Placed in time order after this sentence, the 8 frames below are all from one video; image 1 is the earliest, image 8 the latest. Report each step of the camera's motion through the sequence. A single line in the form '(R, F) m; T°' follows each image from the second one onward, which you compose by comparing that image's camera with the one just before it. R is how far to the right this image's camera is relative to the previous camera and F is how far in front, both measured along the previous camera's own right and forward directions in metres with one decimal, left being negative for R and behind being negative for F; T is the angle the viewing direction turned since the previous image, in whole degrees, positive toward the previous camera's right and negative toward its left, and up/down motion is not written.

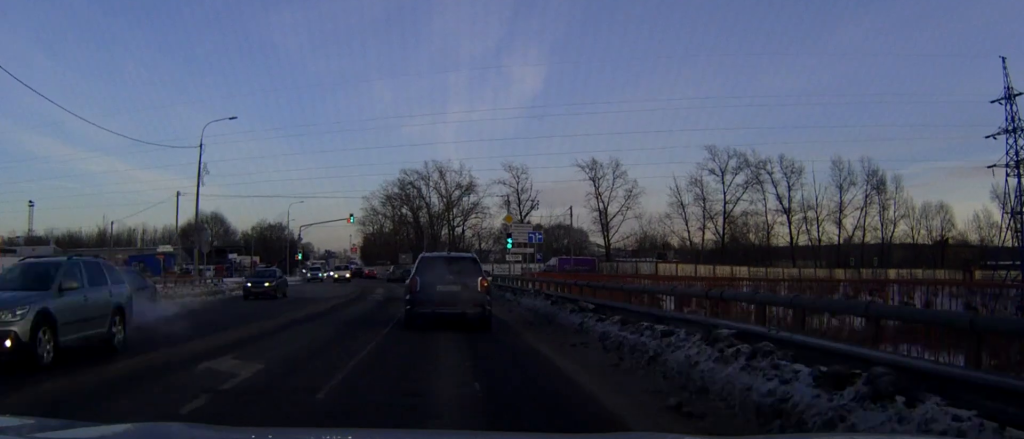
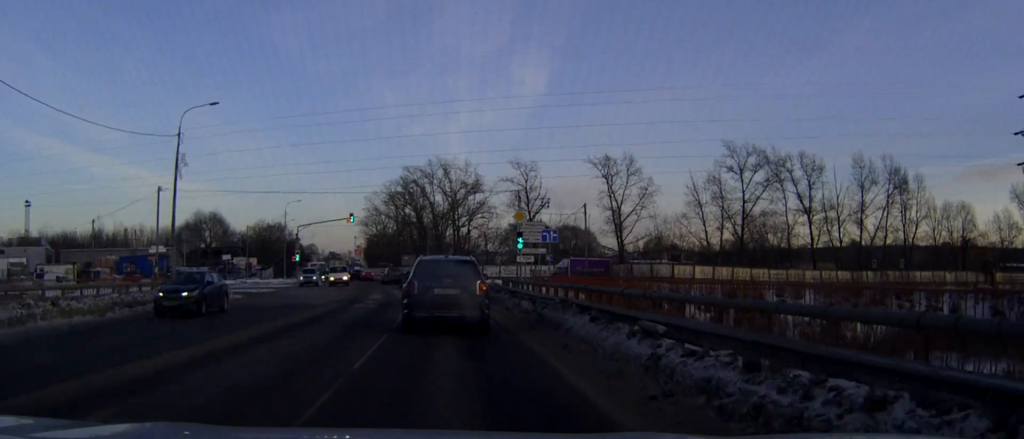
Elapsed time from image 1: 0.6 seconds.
(-0.1, +4.8) m; -1°
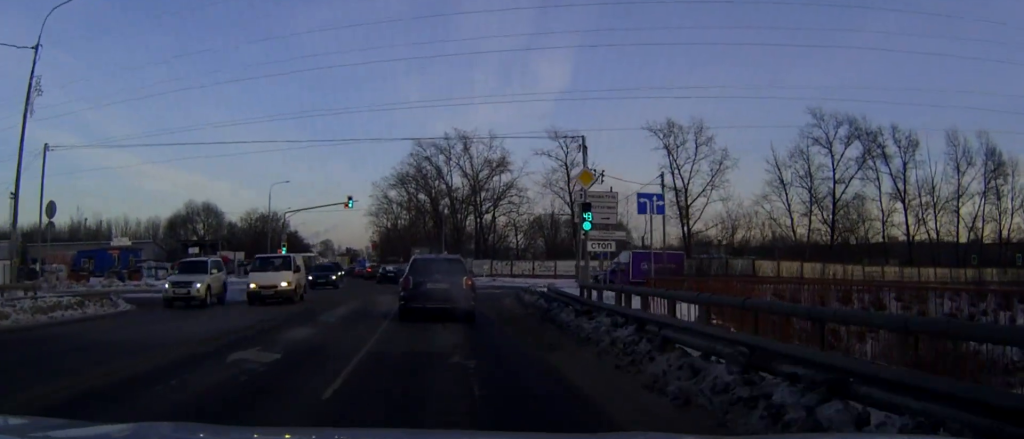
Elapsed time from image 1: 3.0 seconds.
(-0.1, +18.8) m; -1°
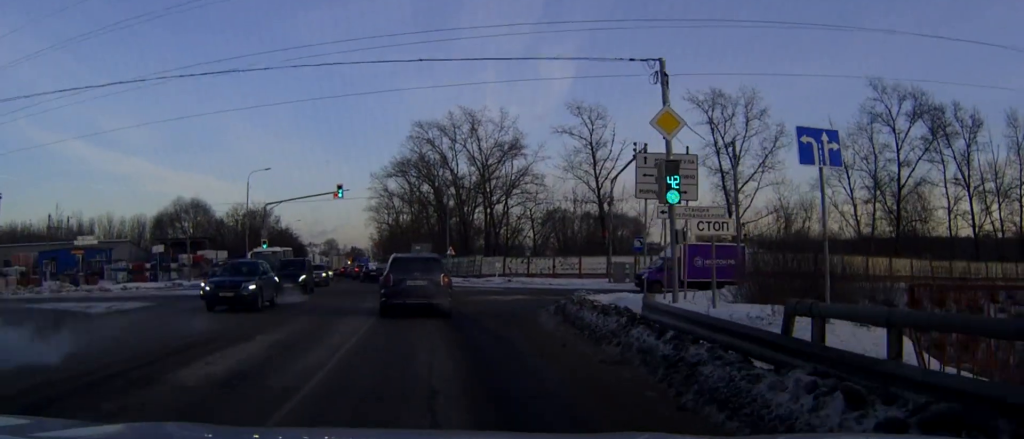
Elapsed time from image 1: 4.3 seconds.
(0.0, +10.6) m; -1°
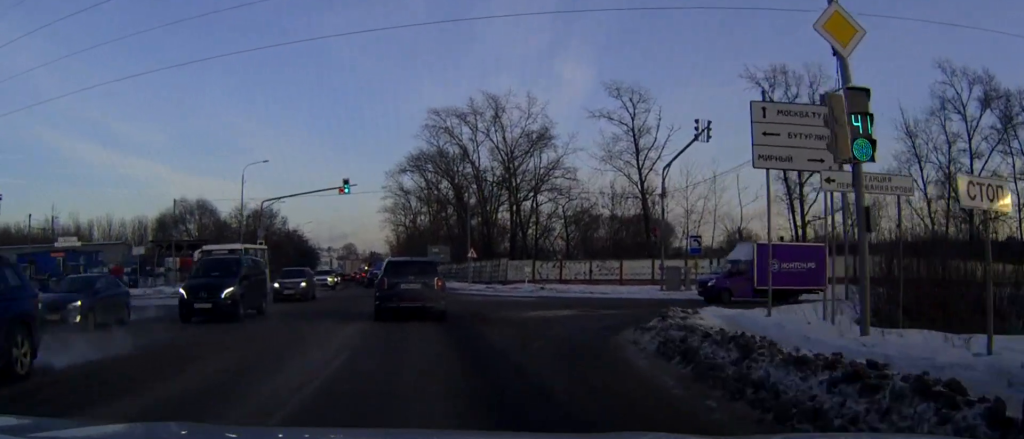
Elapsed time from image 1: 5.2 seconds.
(-0.1, +7.9) m; -1°
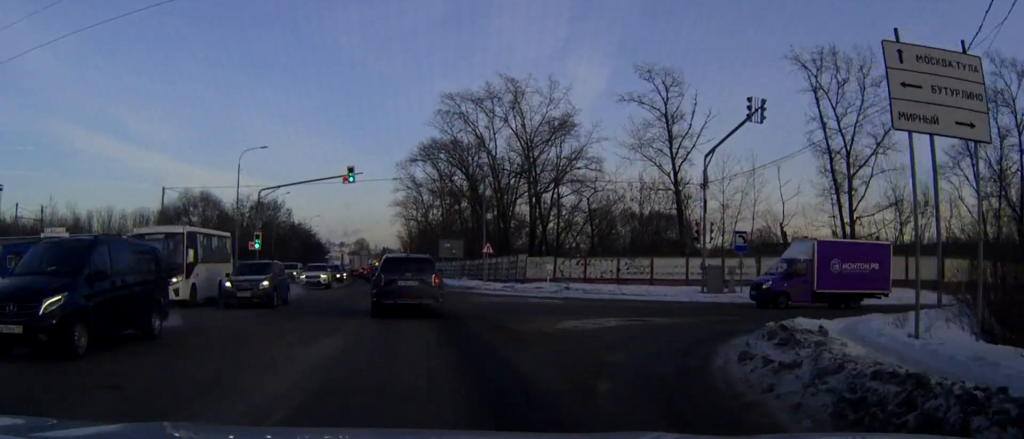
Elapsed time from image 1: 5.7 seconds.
(0.0, +4.9) m; -1°
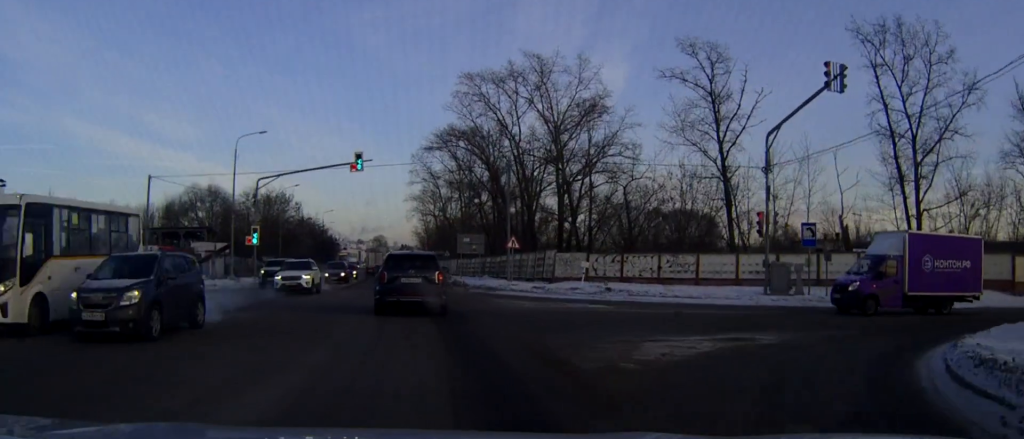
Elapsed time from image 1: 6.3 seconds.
(-0.1, +5.7) m; -2°
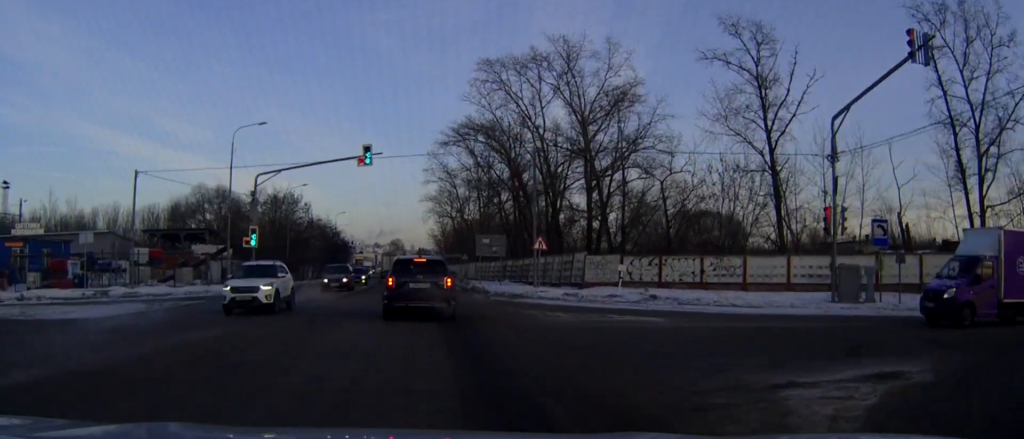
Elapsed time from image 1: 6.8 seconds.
(0.0, +4.7) m; -1°
